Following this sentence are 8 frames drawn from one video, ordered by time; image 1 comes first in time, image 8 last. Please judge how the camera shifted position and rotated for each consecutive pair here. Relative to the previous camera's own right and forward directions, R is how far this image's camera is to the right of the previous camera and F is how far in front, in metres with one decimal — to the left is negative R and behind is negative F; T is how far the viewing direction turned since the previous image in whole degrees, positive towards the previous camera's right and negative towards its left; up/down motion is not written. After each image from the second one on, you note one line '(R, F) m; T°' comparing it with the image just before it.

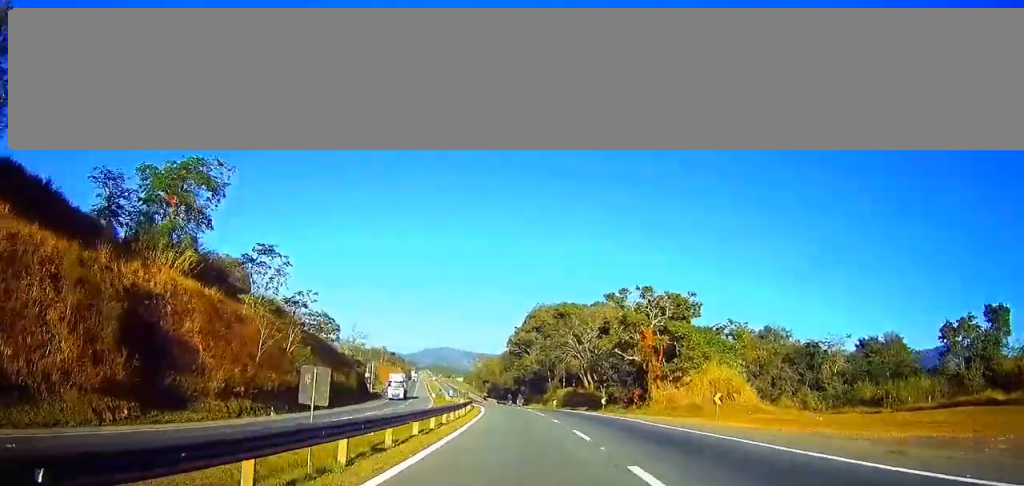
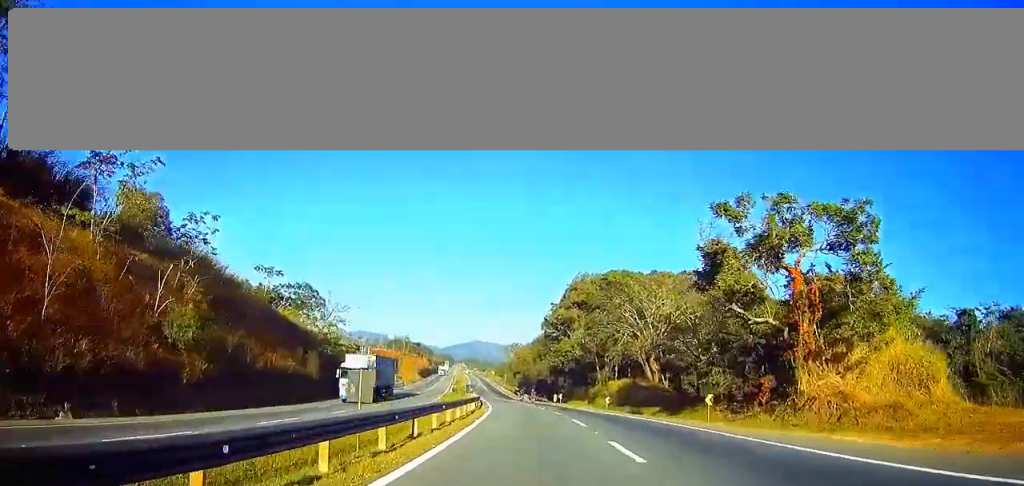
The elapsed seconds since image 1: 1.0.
(-0.4, +30.0) m; -2°
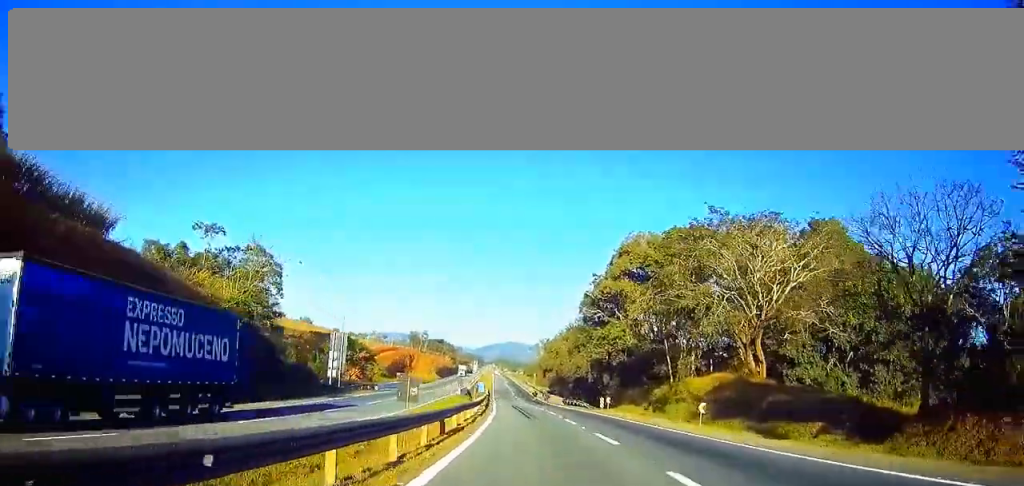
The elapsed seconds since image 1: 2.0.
(-0.9, +29.5) m; -2°
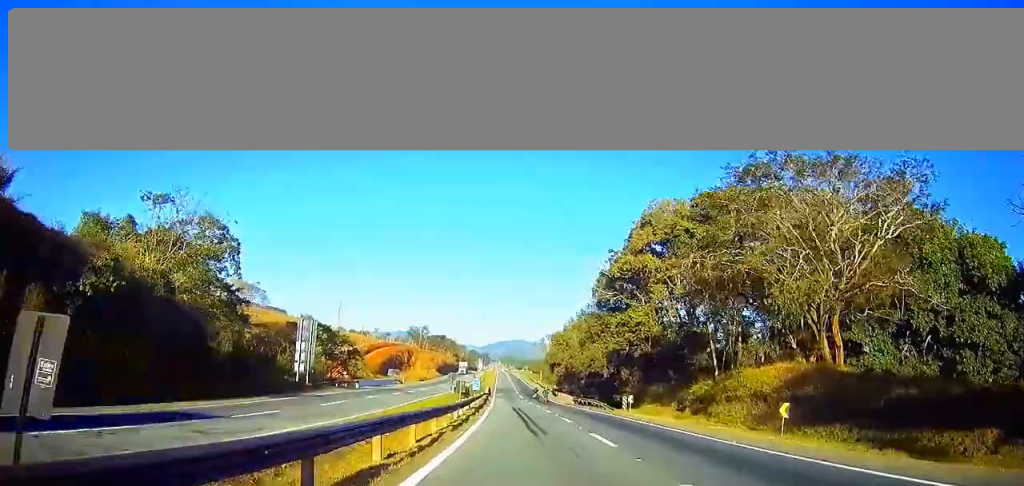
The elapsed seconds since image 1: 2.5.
(-0.1, +12.9) m; -1°
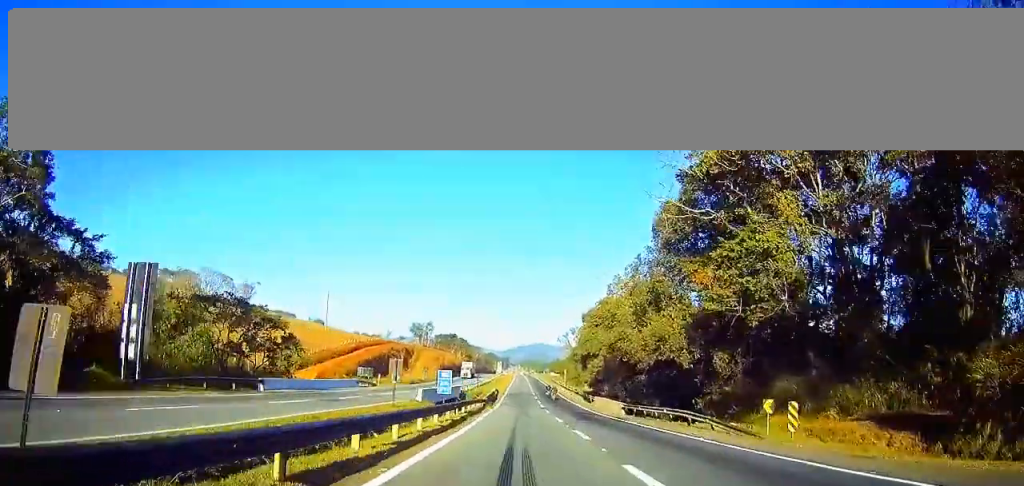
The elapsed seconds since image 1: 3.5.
(-0.3, +32.0) m; -1°
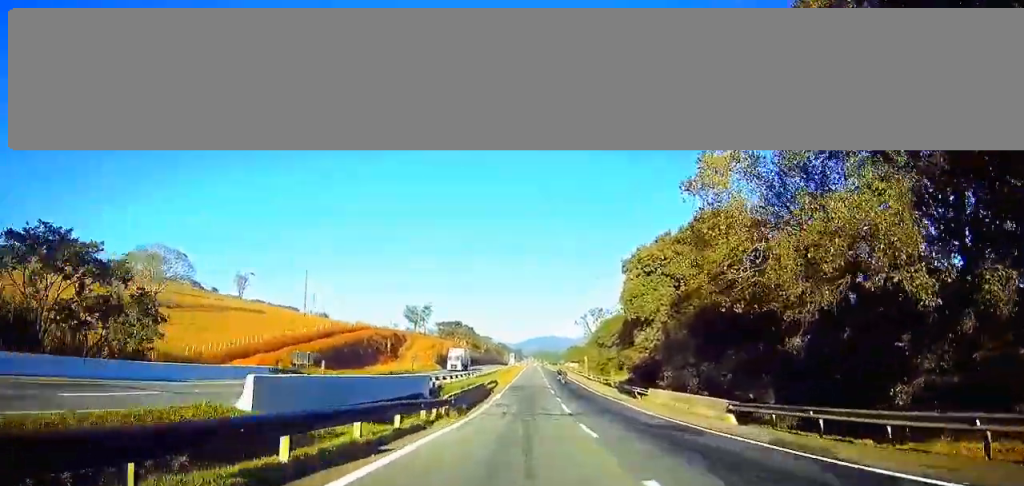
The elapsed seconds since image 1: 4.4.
(-0.4, +27.2) m; -1°
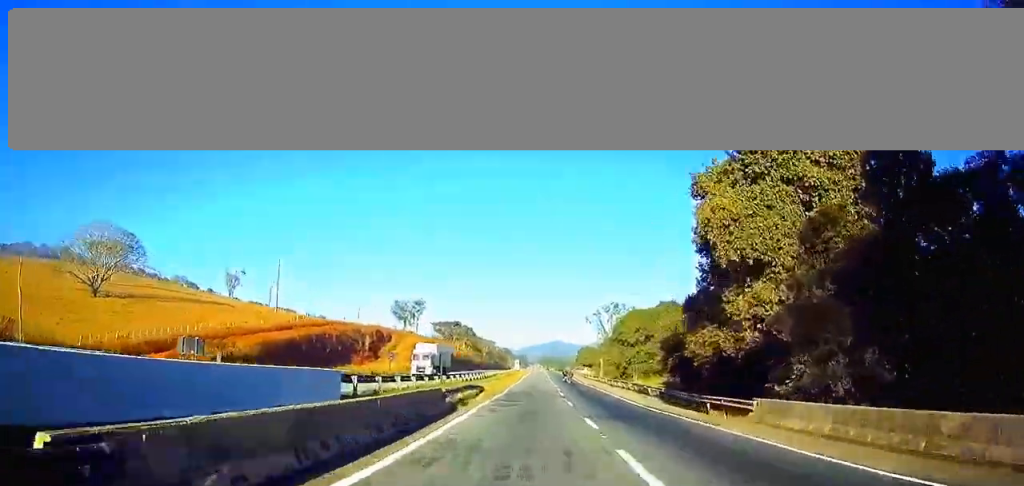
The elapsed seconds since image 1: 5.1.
(-0.2, +21.2) m; 0°
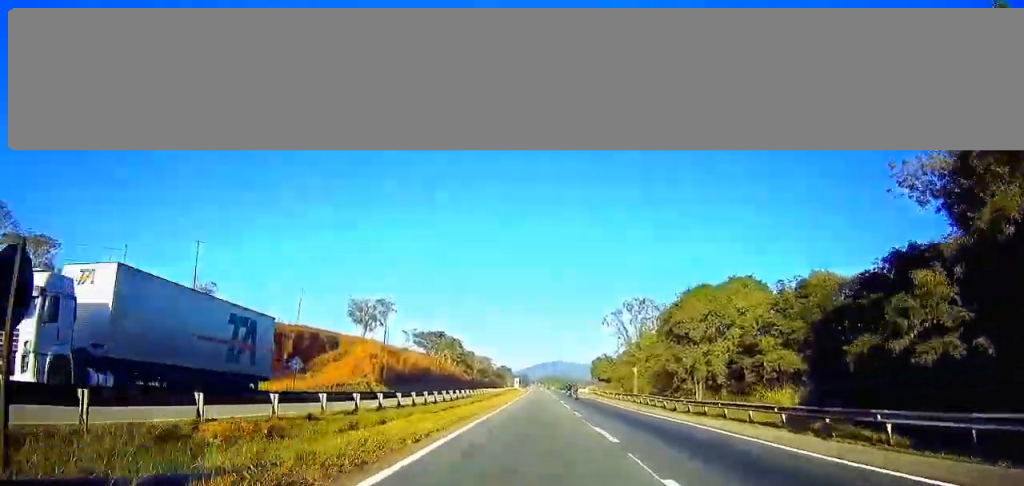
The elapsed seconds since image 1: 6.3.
(-0.1, +36.7) m; 0°
